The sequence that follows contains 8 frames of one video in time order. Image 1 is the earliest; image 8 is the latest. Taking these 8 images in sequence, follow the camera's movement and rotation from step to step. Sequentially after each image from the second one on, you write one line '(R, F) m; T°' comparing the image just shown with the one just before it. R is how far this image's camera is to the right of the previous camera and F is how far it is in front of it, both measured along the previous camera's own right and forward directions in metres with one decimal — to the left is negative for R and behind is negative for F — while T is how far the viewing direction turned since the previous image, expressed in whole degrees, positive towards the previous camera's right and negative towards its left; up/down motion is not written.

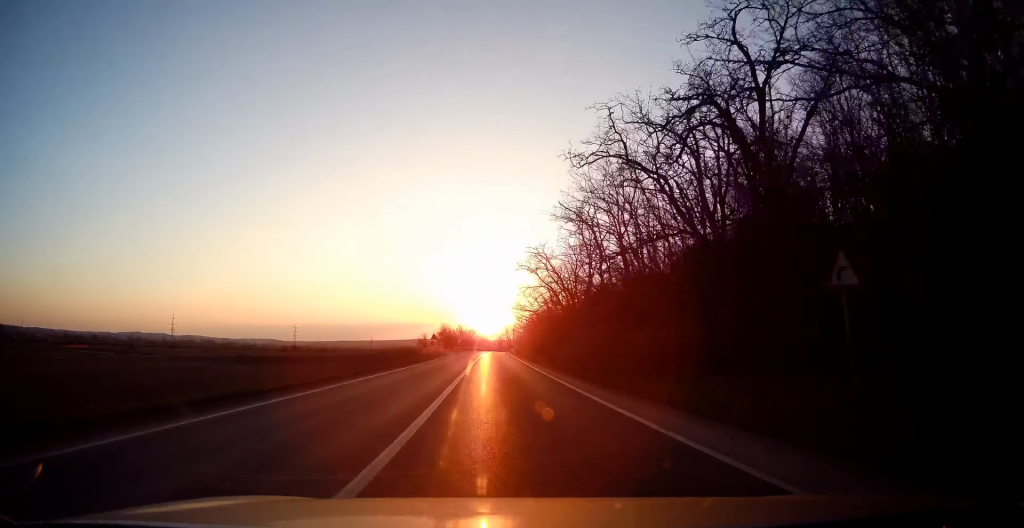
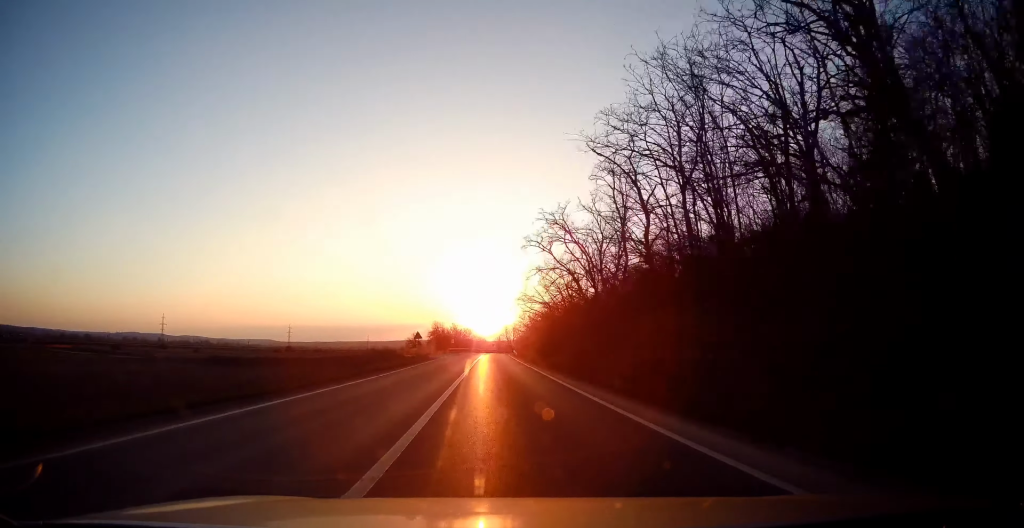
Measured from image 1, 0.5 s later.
(+0.1, +13.9) m; 0°
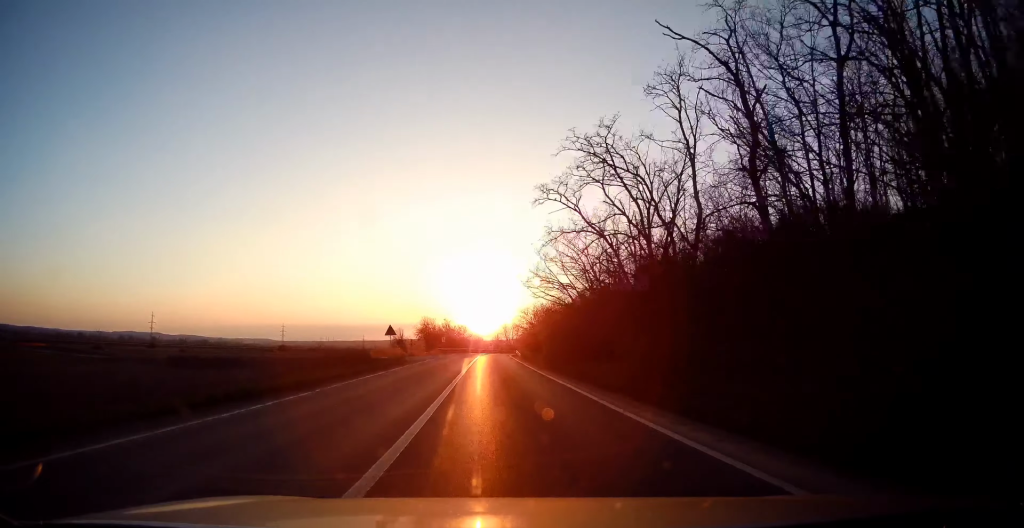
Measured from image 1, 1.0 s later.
(0.0, +13.5) m; 0°
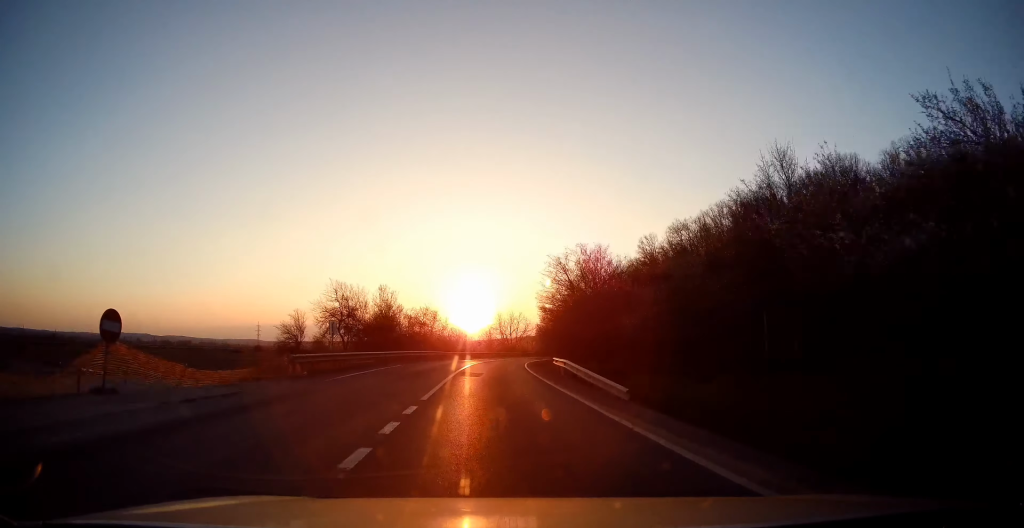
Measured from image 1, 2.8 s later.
(0.0, +46.5) m; +1°
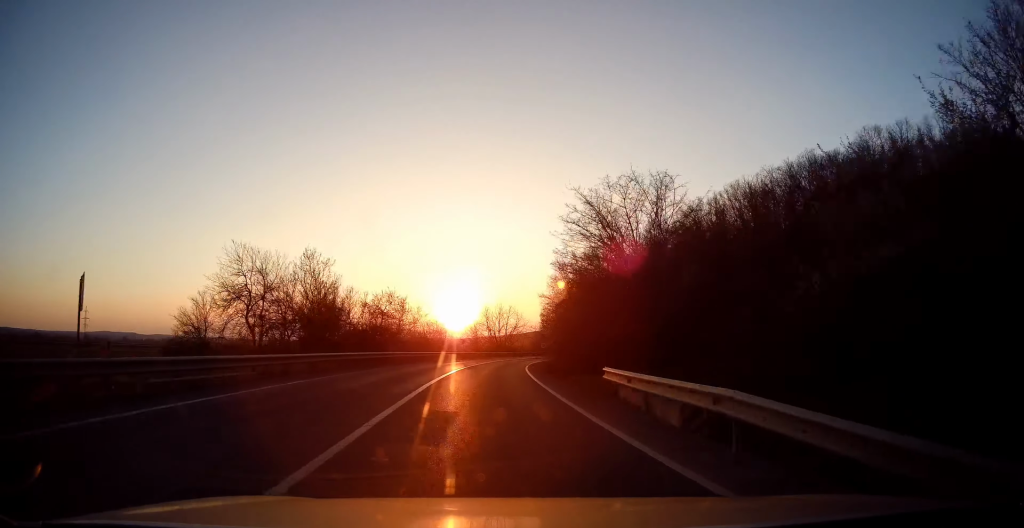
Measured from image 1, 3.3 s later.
(0.0, +14.6) m; +1°
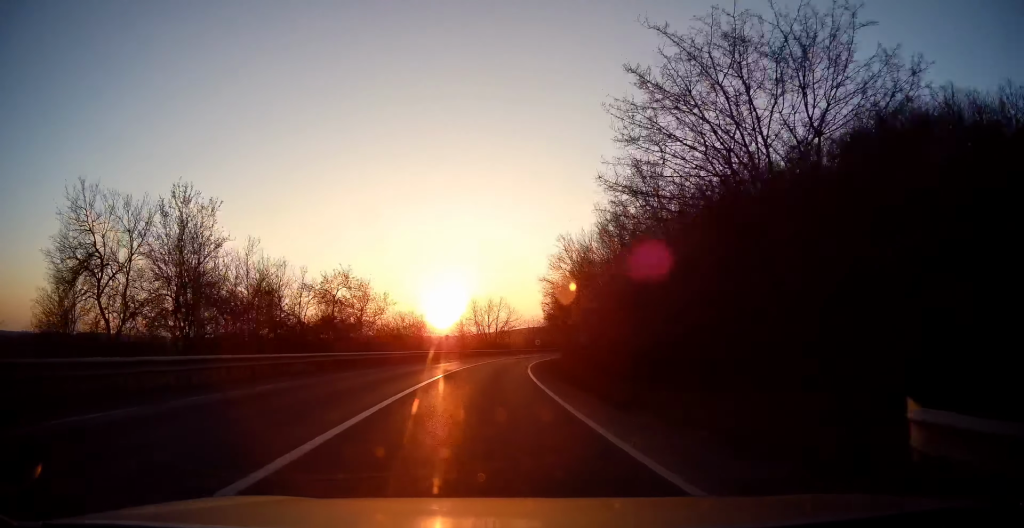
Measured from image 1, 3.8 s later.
(+0.1, +11.2) m; +1°
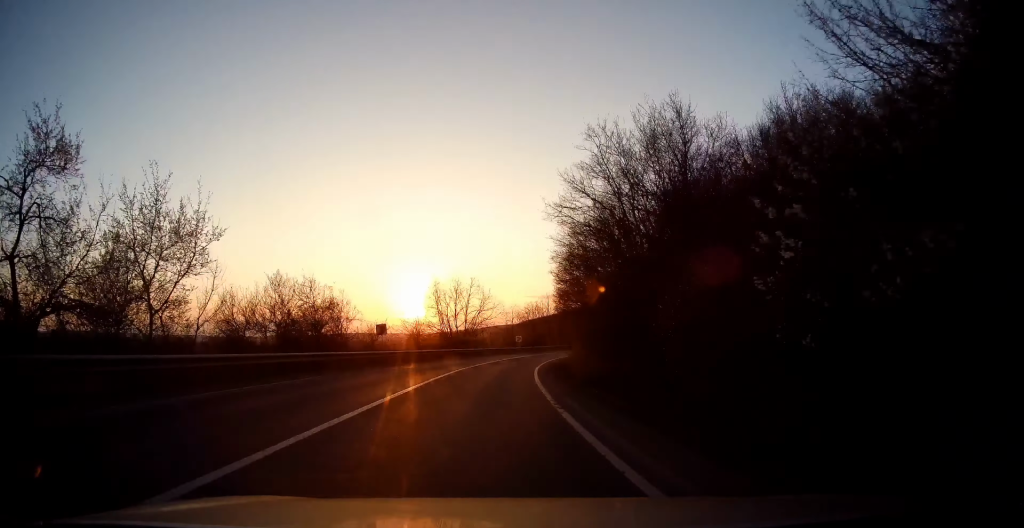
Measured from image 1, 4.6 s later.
(+0.5, +22.3) m; +2°
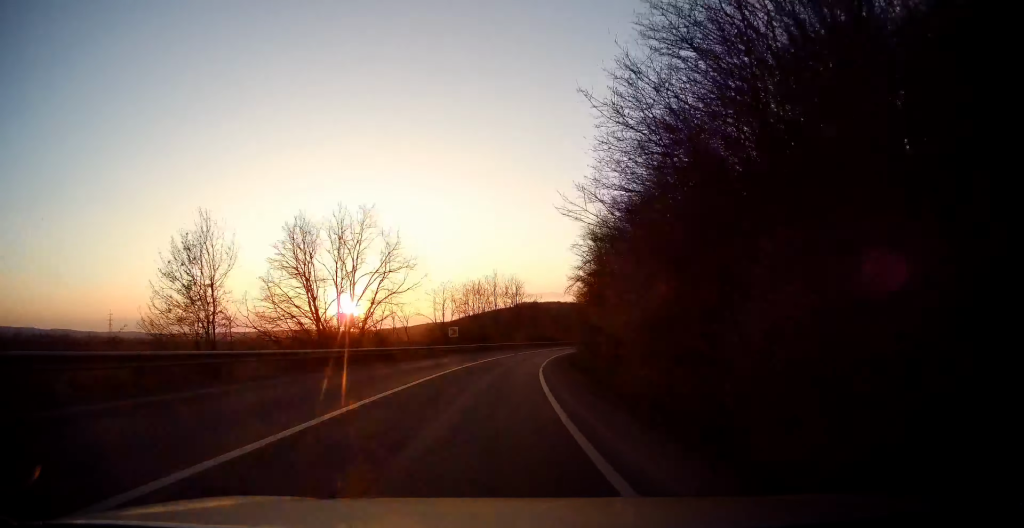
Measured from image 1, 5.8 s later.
(+1.3, +30.5) m; +6°
